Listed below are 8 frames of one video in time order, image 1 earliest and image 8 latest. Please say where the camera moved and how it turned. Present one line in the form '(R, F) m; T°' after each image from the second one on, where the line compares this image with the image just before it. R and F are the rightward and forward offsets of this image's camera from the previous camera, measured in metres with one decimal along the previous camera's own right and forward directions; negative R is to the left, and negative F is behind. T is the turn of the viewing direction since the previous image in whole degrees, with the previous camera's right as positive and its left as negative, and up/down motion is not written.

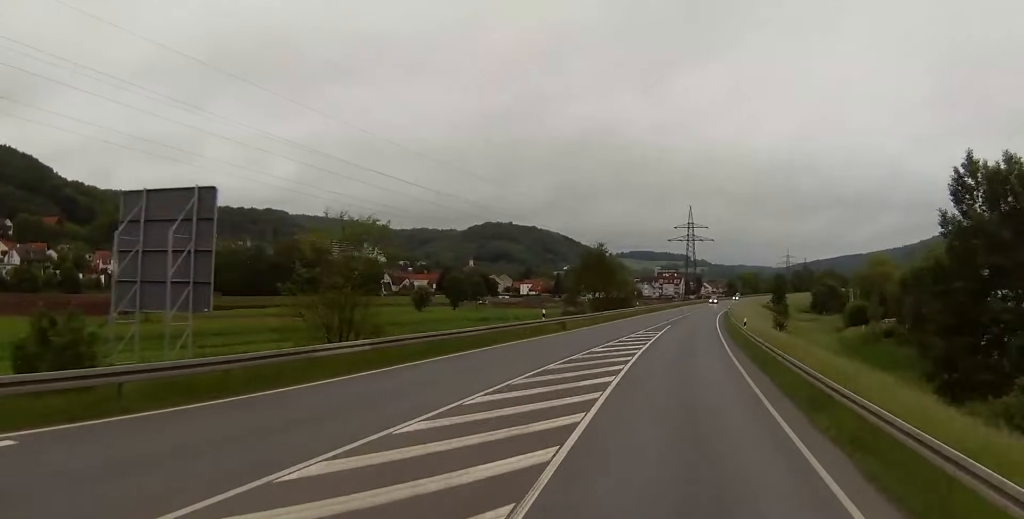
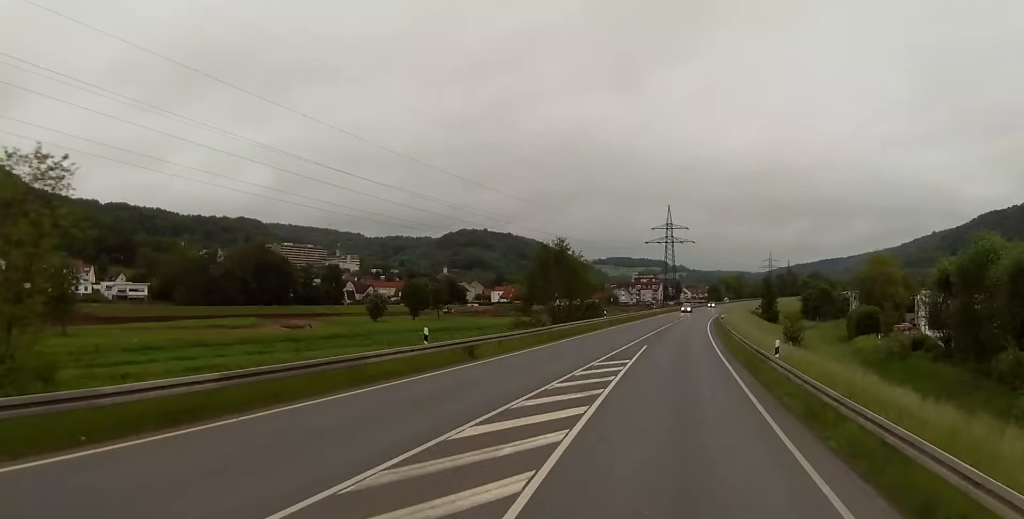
(+0.5, +21.4) m; +2°
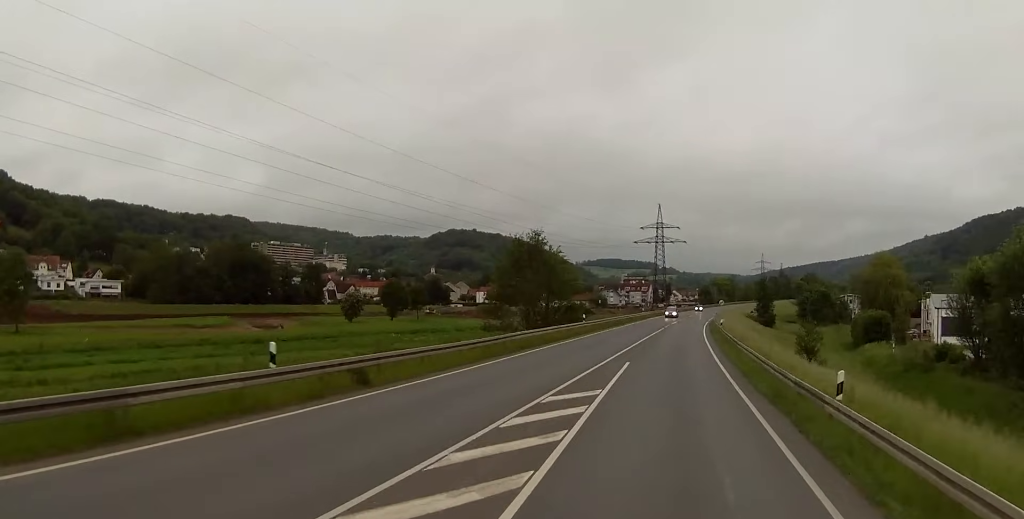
(0.0, +11.3) m; +1°
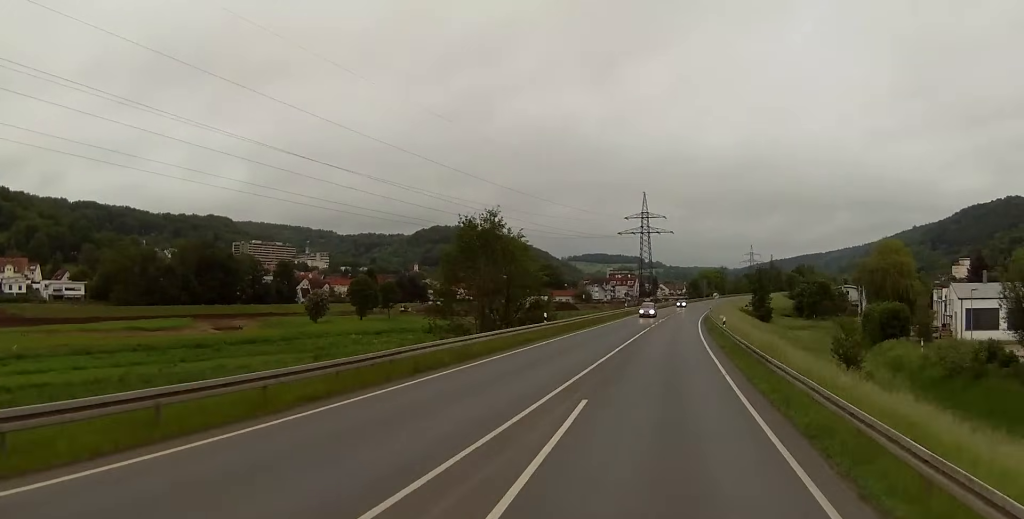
(+0.1, +15.3) m; +1°
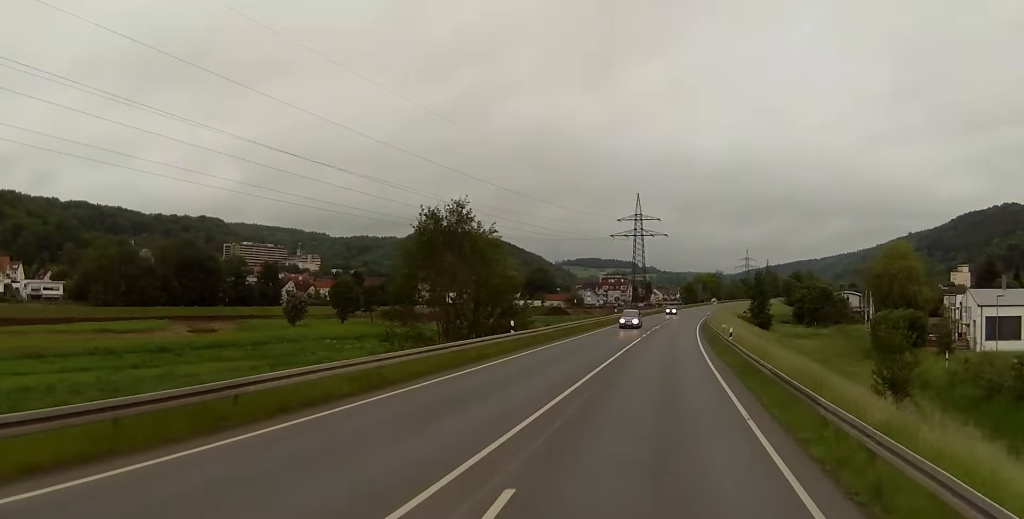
(+0.1, +9.3) m; 0°
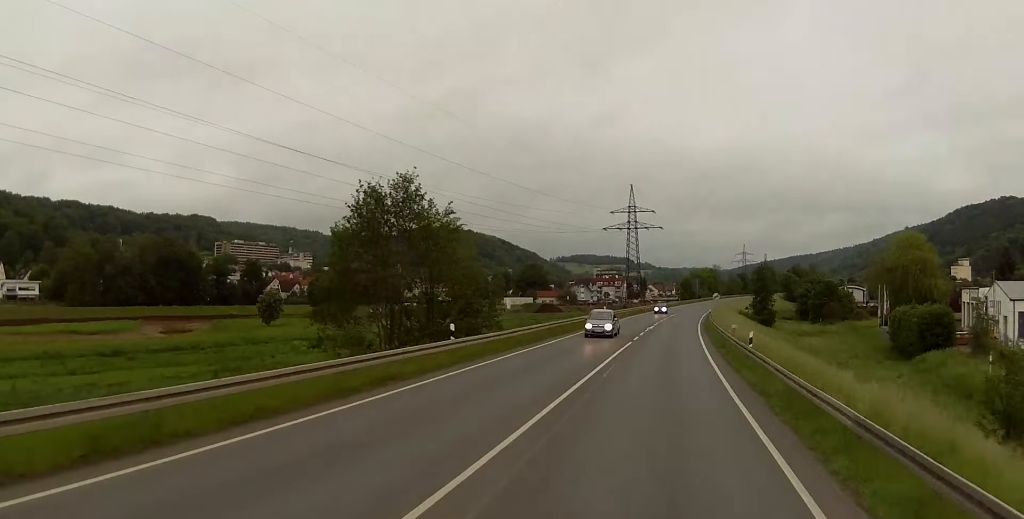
(0.0, +11.3) m; 0°
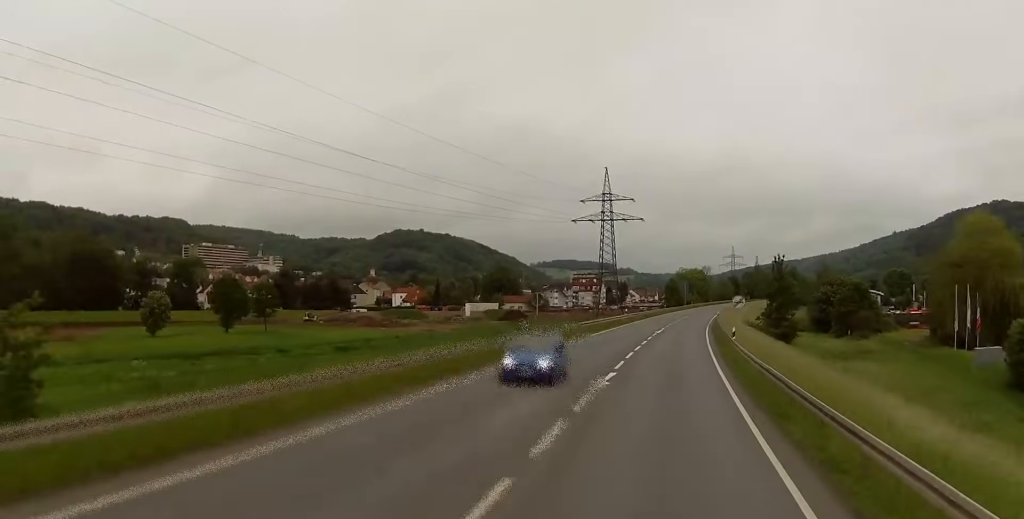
(+0.2, +41.4) m; +1°
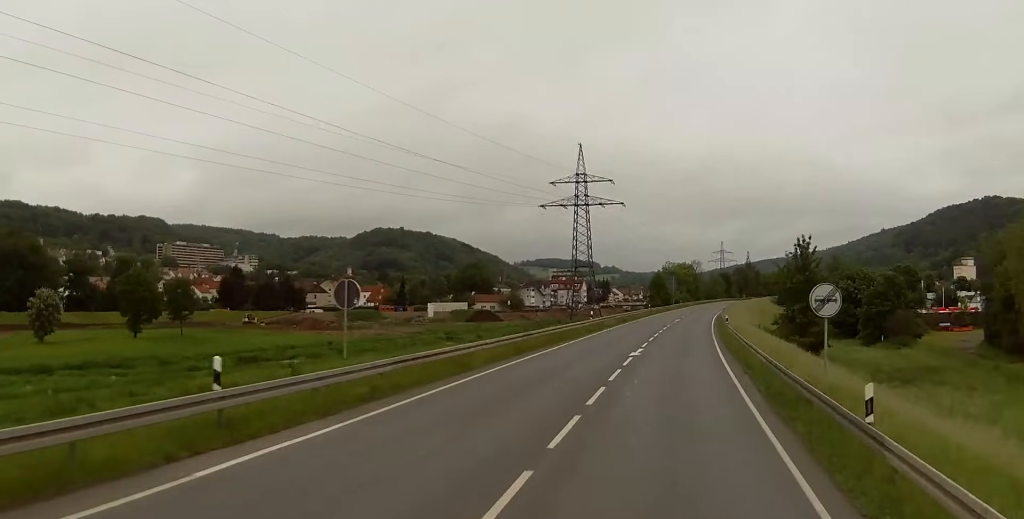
(+0.1, +29.4) m; 0°
